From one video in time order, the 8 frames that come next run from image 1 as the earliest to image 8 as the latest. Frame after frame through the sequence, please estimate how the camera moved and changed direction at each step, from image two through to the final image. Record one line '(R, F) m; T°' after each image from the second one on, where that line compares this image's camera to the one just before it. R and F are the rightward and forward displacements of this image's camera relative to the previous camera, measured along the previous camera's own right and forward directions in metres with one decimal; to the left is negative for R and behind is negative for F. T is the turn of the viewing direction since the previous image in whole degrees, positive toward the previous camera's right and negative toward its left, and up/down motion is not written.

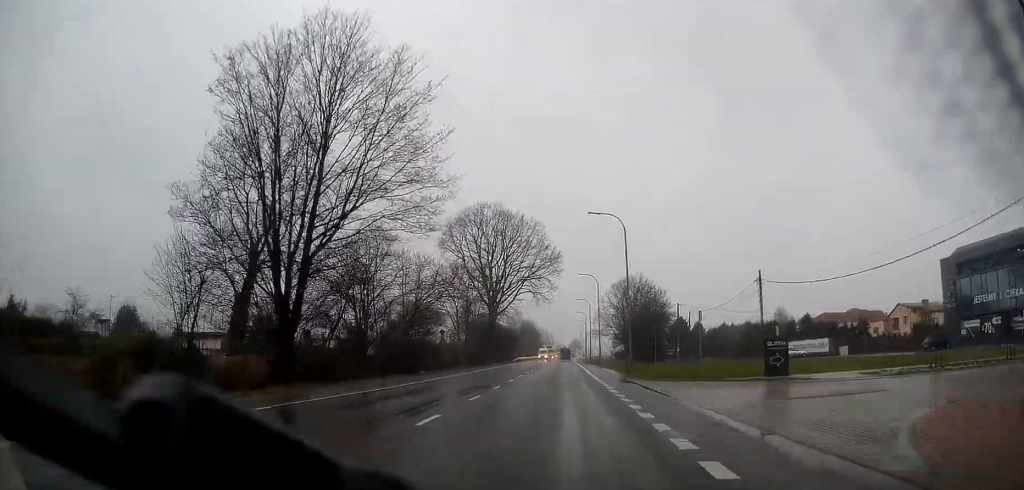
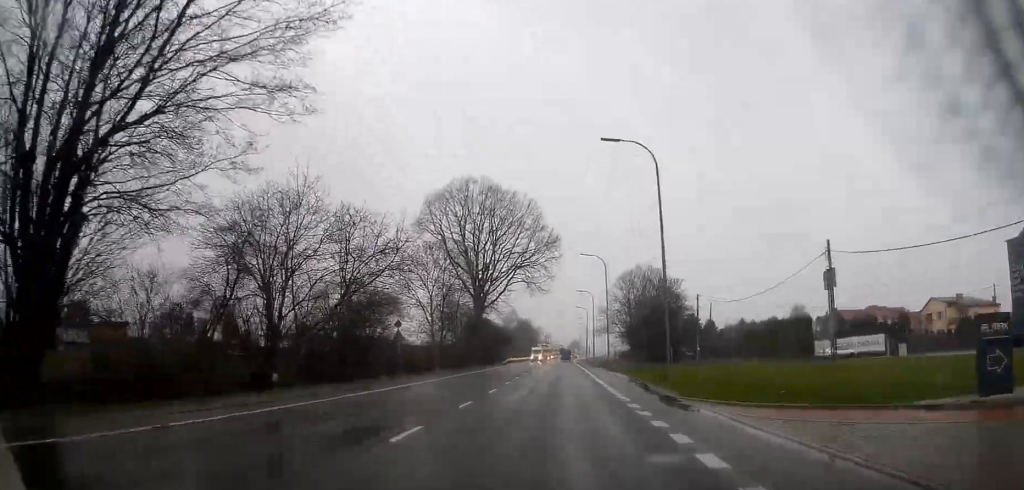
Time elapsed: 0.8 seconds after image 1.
(0.0, +13.7) m; 0°
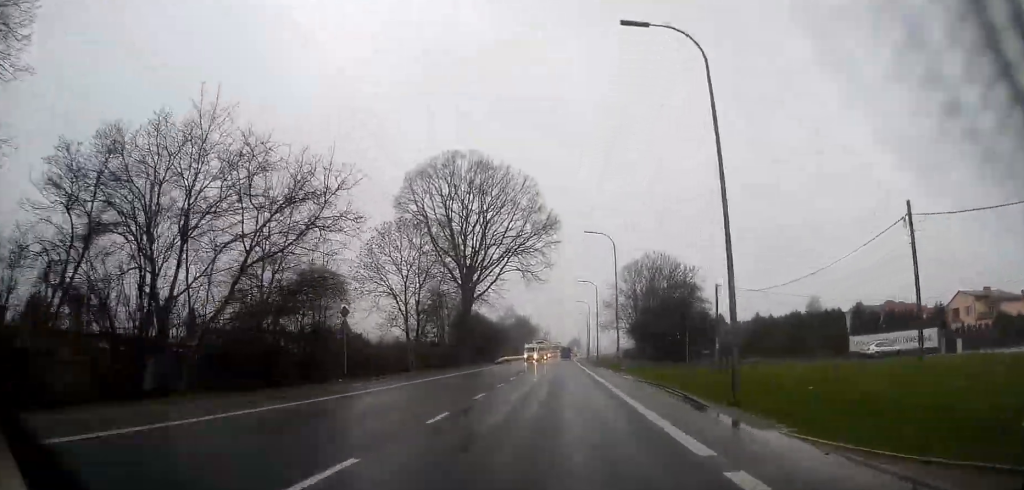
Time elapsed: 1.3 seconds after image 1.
(0.0, +9.5) m; 0°
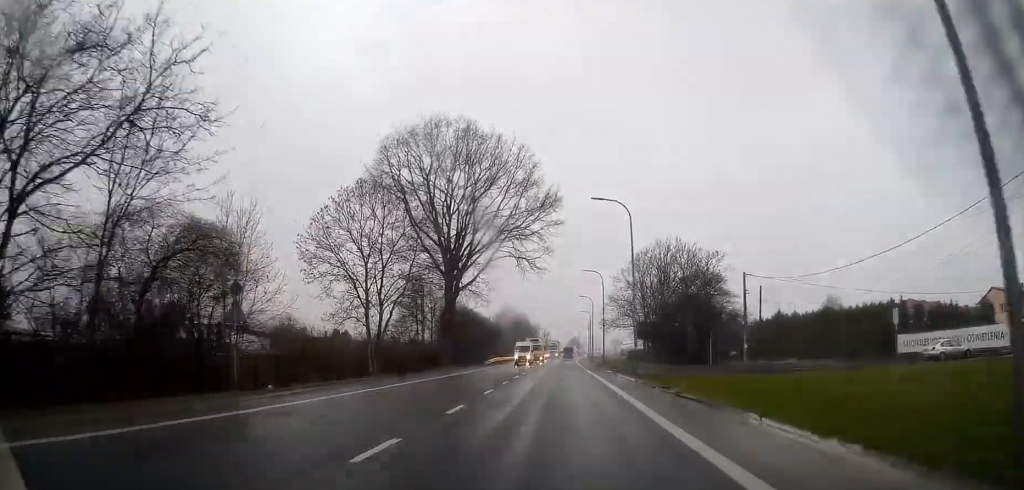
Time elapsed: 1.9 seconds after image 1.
(0.0, +10.1) m; 0°
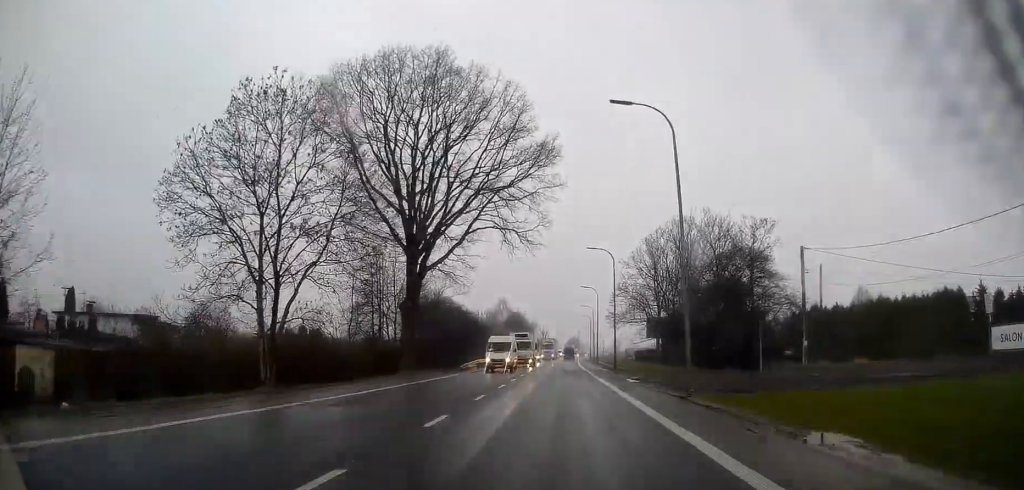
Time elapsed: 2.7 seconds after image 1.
(0.0, +14.3) m; 0°
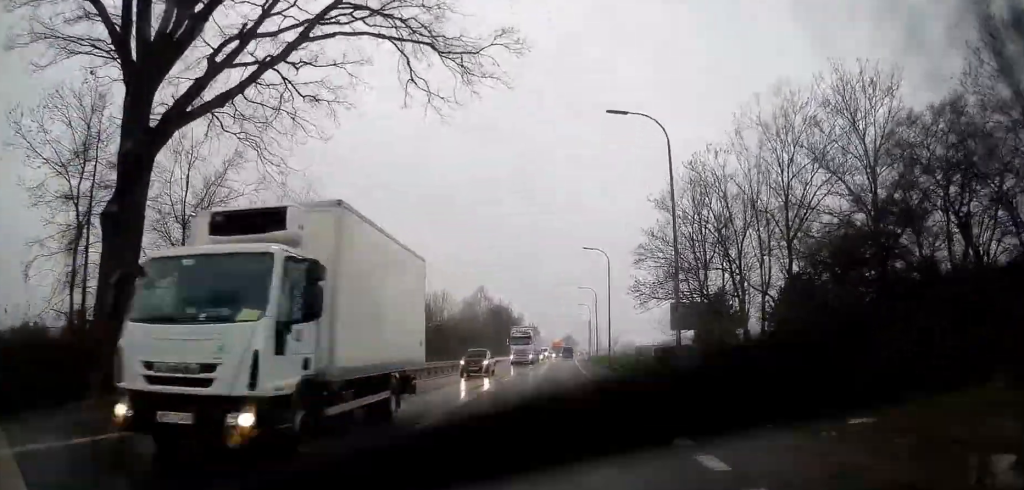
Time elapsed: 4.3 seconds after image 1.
(+0.1, +29.6) m; 0°
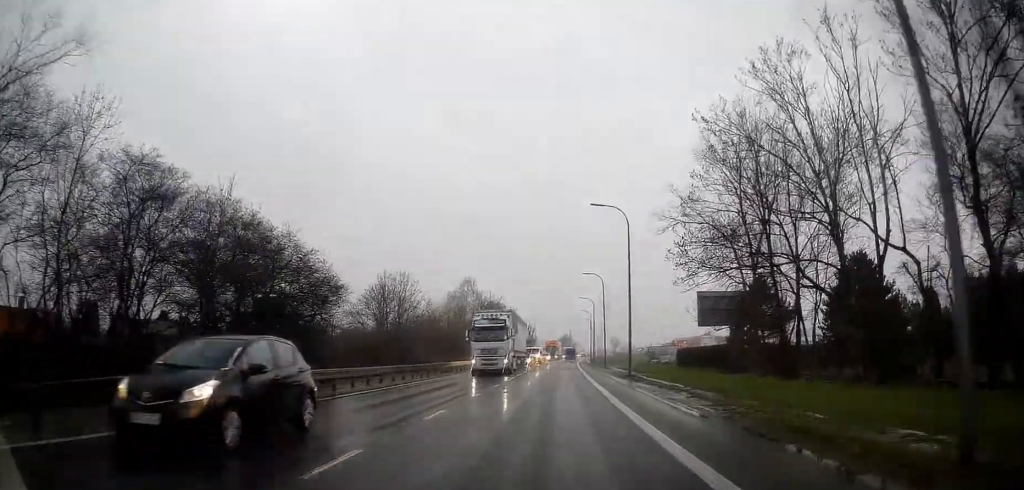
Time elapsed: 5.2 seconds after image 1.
(0.0, +15.9) m; 0°
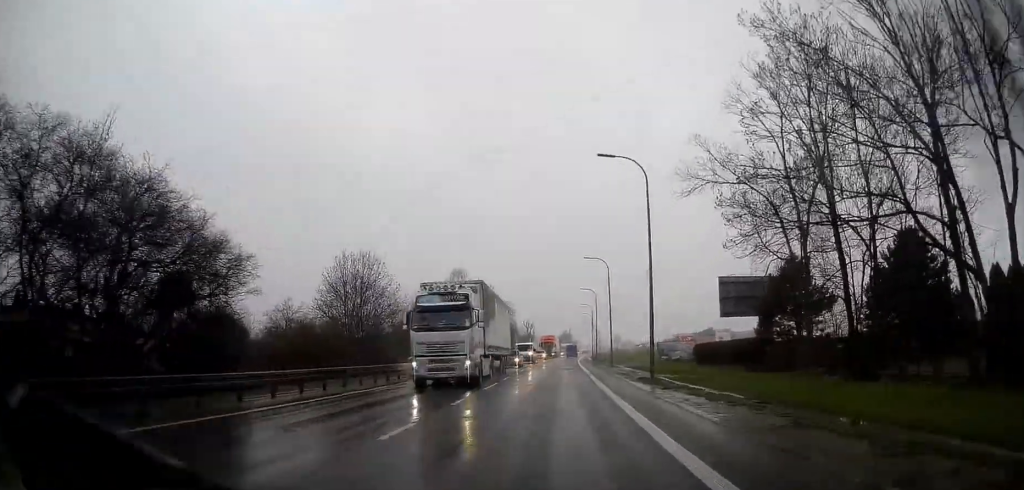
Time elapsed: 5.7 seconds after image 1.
(0.0, +8.8) m; 0°
